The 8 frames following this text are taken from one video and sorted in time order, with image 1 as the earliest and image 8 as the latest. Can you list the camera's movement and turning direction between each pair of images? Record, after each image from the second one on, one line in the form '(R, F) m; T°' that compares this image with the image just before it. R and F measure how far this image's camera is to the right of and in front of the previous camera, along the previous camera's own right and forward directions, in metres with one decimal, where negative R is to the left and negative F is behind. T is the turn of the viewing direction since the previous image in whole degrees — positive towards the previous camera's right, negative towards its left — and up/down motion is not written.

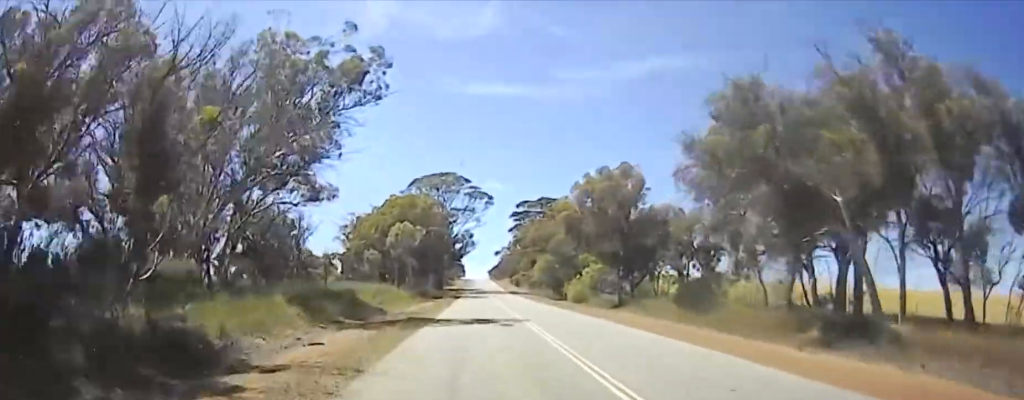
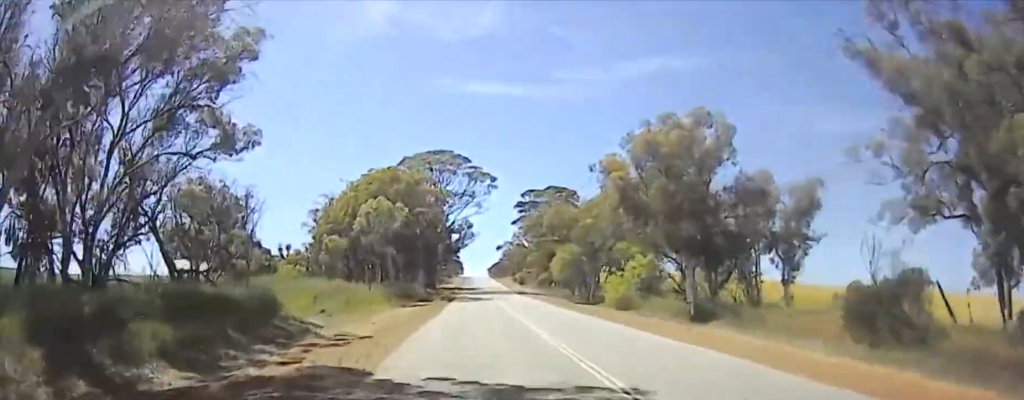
(-0.3, +15.9) m; 0°
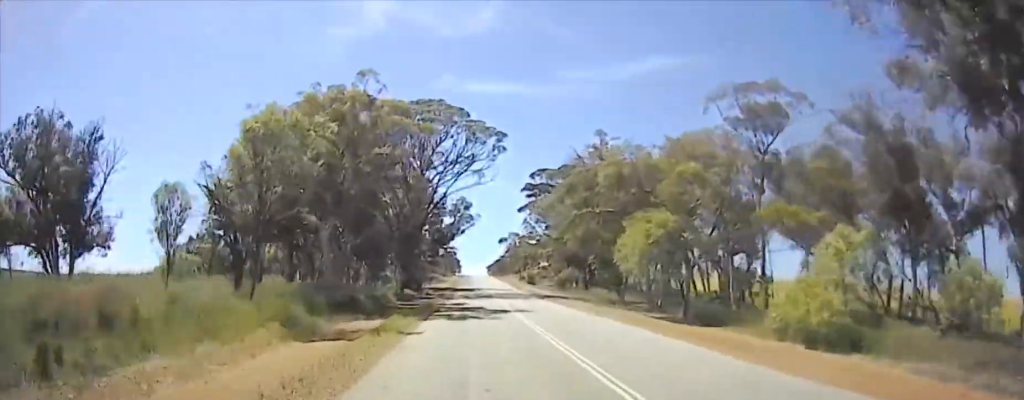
(-0.2, +24.1) m; +2°
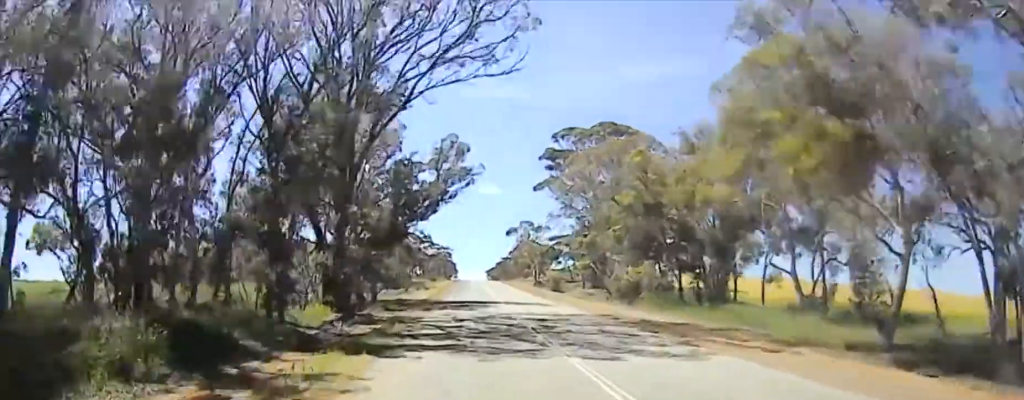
(+1.3, +27.9) m; 0°
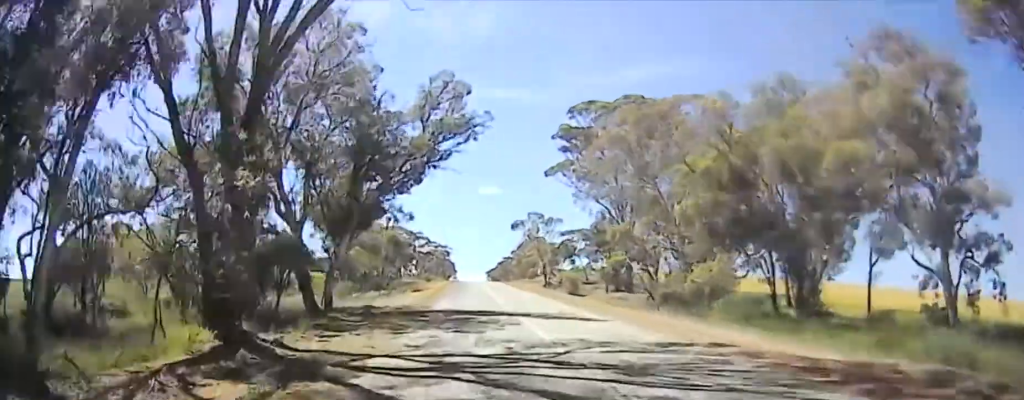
(-0.6, +13.6) m; -1°
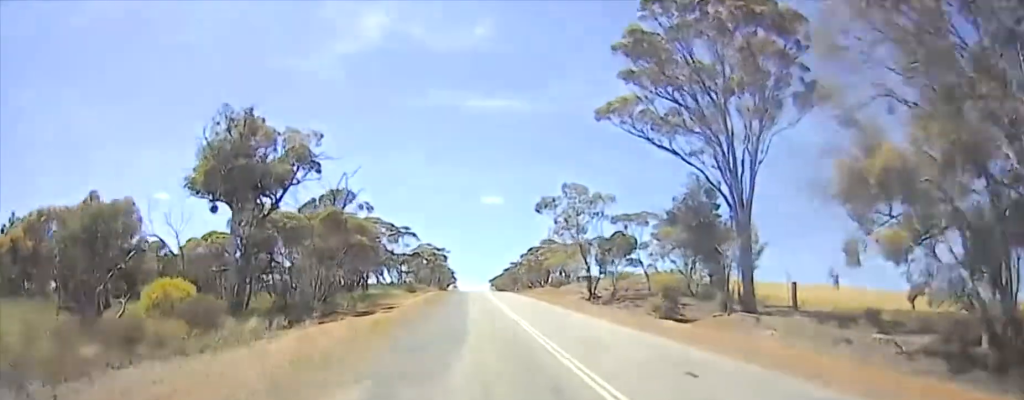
(0.0, +27.7) m; +1°
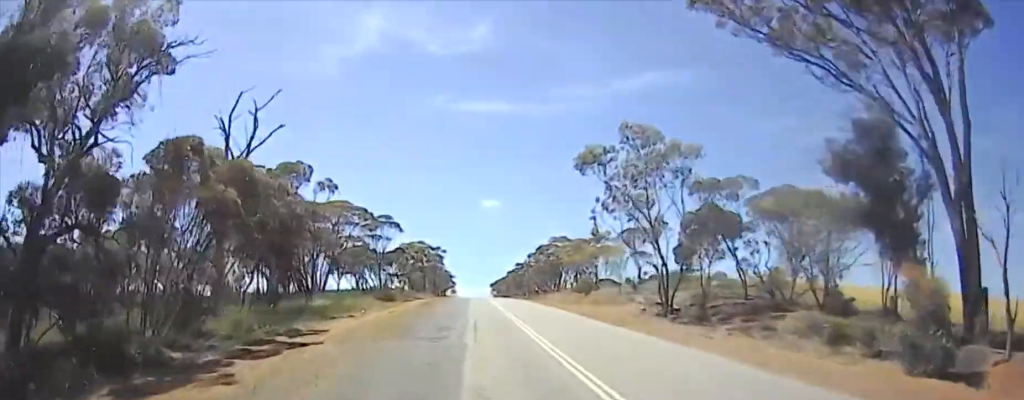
(+0.2, +17.5) m; 0°
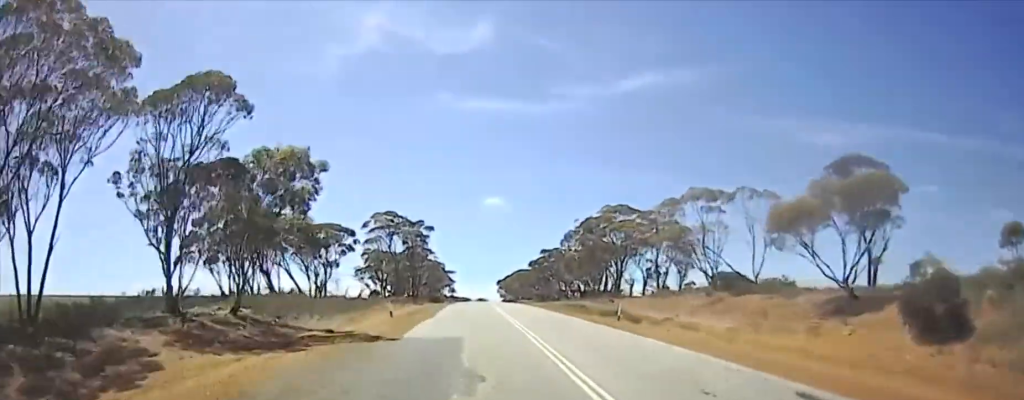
(-0.4, +38.8) m; -2°
